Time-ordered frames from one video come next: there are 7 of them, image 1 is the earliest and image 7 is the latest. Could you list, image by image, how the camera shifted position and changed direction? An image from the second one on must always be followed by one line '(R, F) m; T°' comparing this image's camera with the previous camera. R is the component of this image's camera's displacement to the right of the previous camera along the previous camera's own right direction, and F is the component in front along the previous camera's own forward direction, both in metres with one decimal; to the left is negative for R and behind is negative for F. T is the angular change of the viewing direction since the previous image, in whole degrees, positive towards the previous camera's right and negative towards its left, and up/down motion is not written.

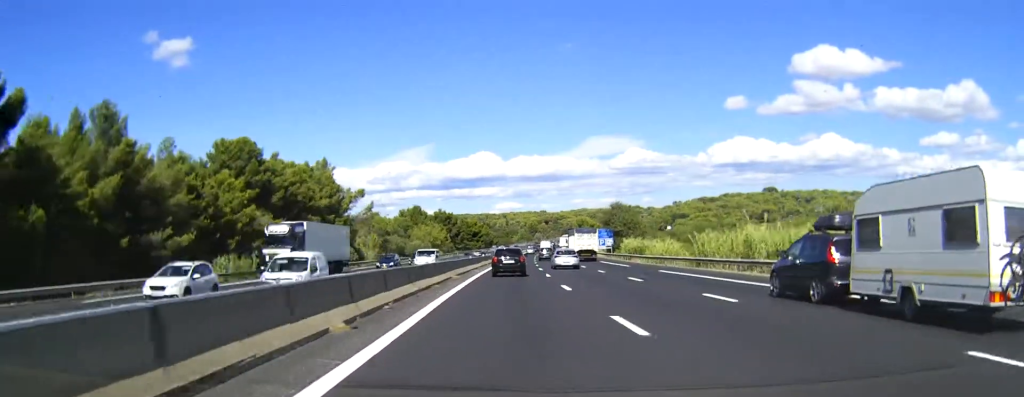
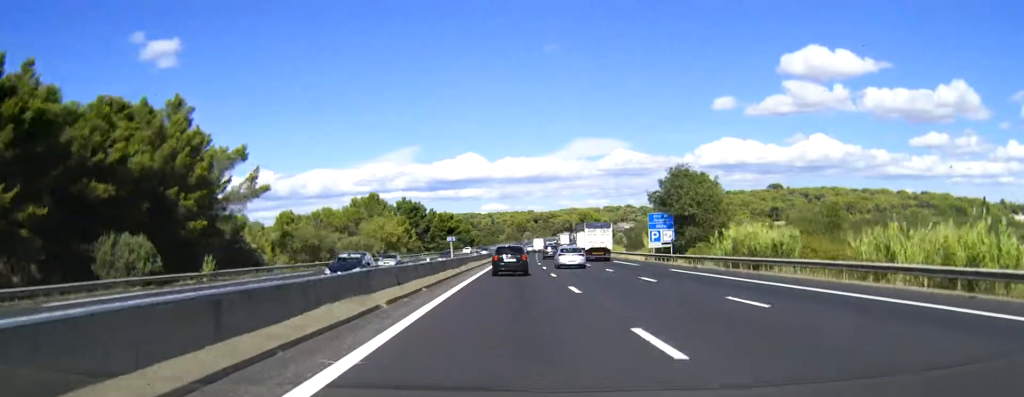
(+0.7, +54.6) m; +1°
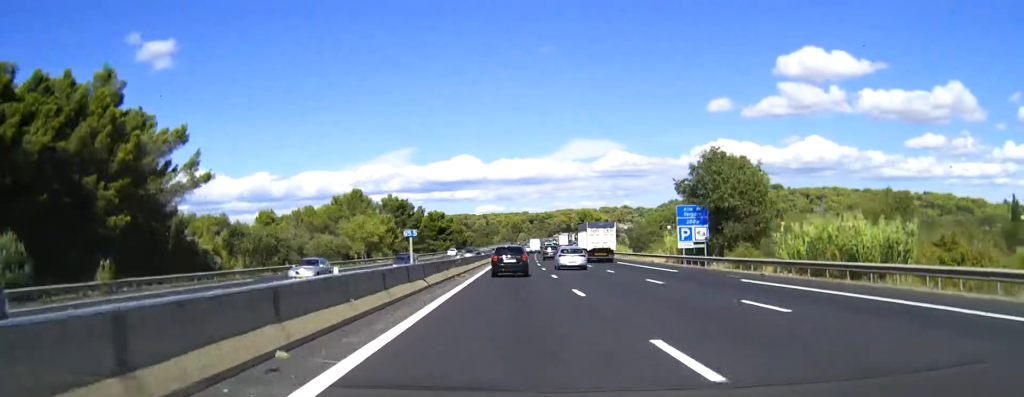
(0.0, +14.2) m; 0°
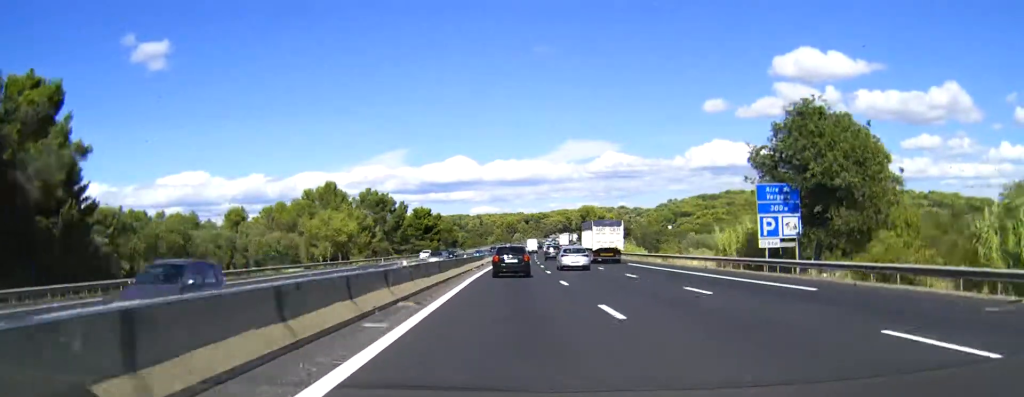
(+0.1, +20.0) m; 0°
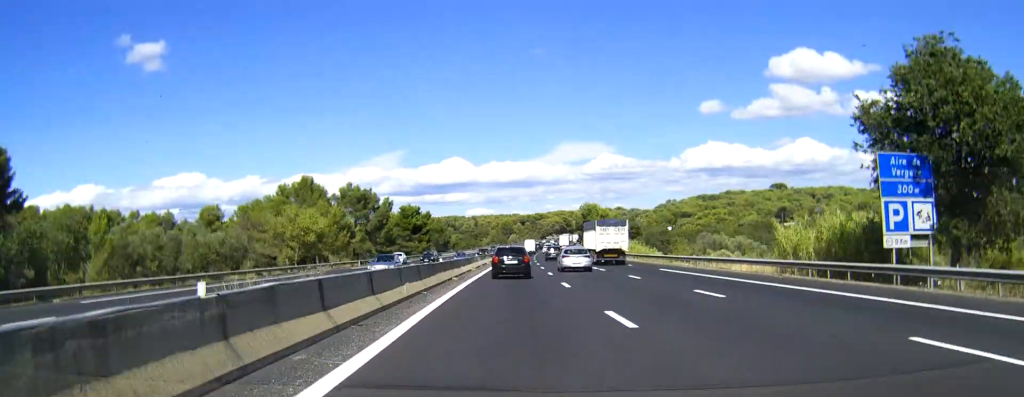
(0.0, +14.1) m; 0°
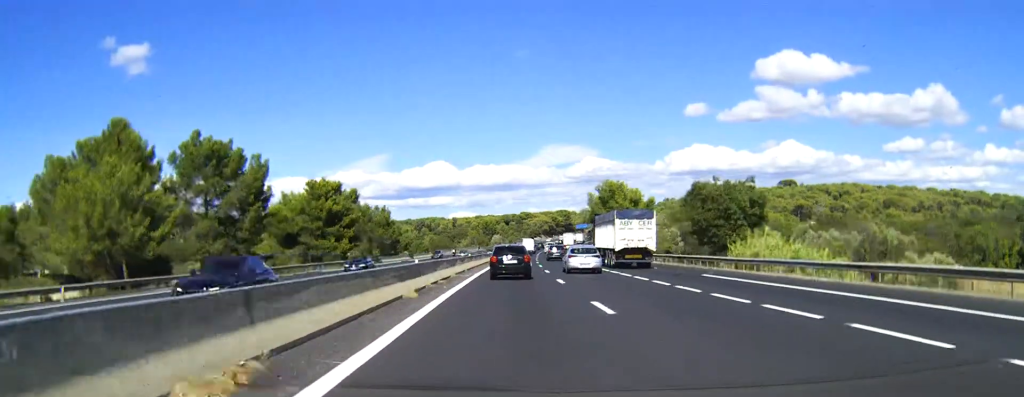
(+0.8, +63.0) m; +1°
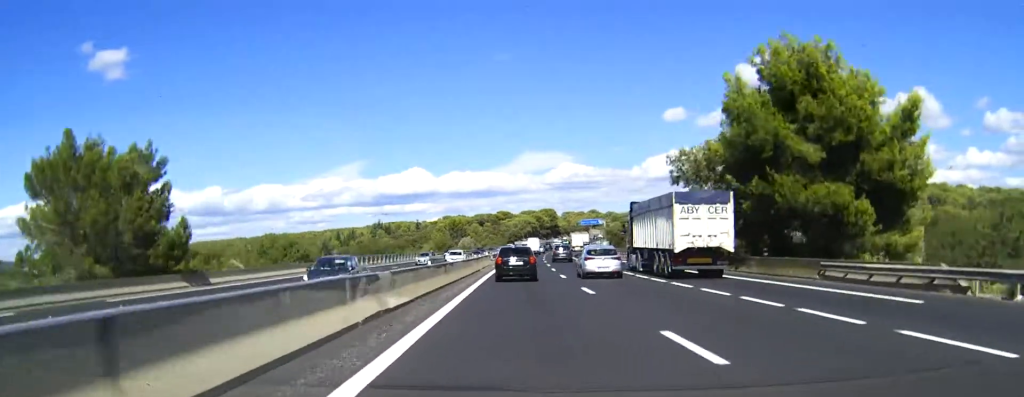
(+1.3, +83.9) m; +2°
